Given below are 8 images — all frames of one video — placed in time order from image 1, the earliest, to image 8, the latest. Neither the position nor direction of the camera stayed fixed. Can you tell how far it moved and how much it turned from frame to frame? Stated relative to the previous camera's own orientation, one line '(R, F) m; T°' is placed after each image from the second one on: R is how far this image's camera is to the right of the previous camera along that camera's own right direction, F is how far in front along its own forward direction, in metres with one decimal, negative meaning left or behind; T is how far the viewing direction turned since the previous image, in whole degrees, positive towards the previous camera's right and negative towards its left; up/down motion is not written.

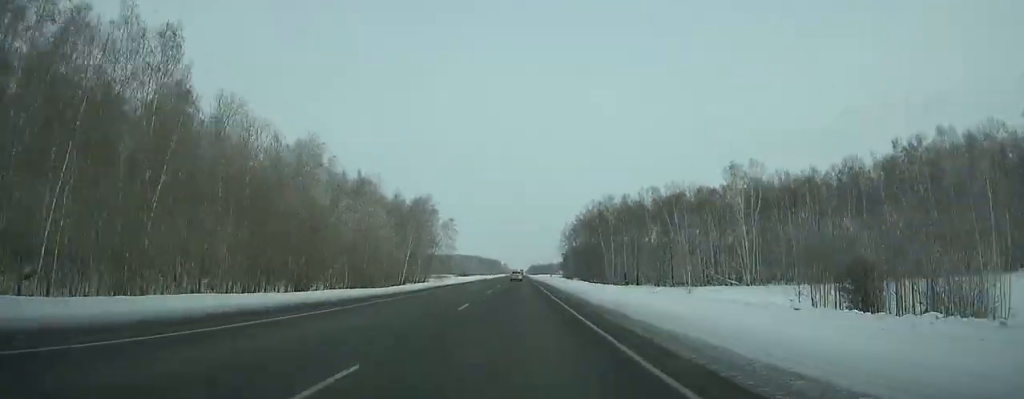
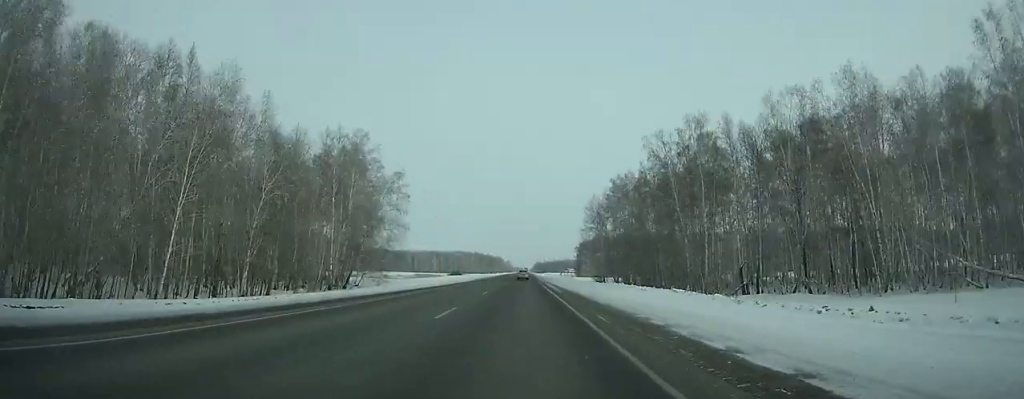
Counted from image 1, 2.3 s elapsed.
(+0.3, +69.4) m; 0°
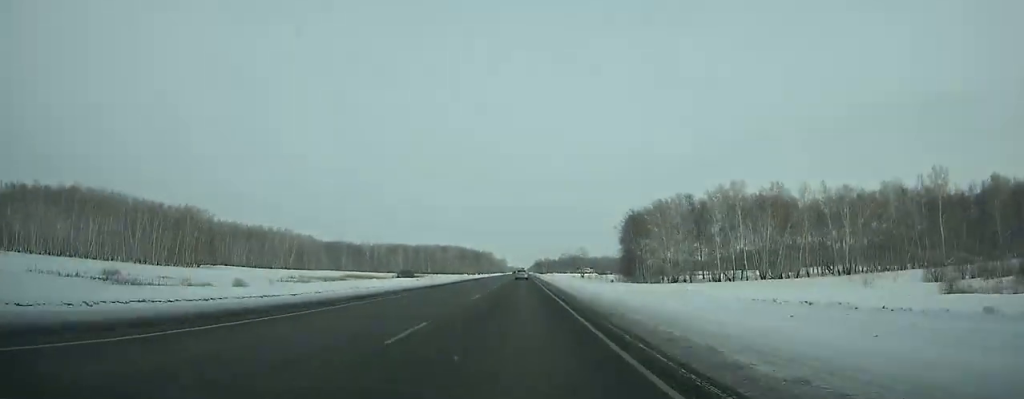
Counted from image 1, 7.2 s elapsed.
(-0.2, +149.4) m; 0°
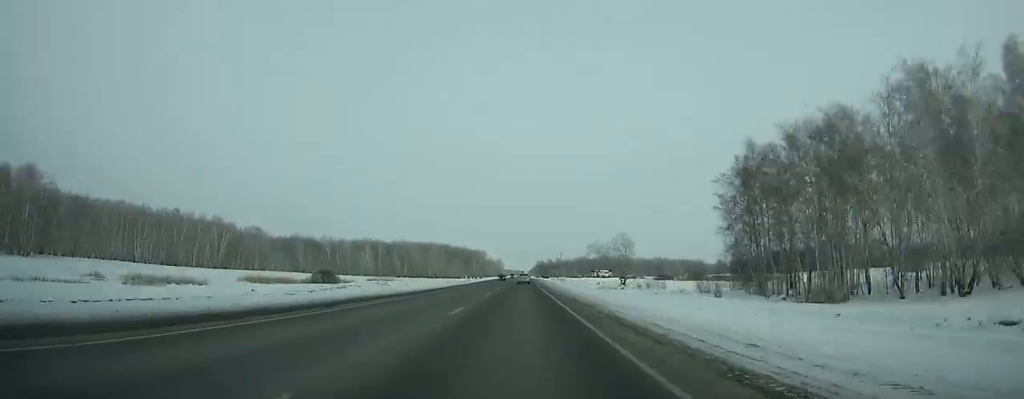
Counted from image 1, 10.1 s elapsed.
(+0.1, +88.5) m; 0°
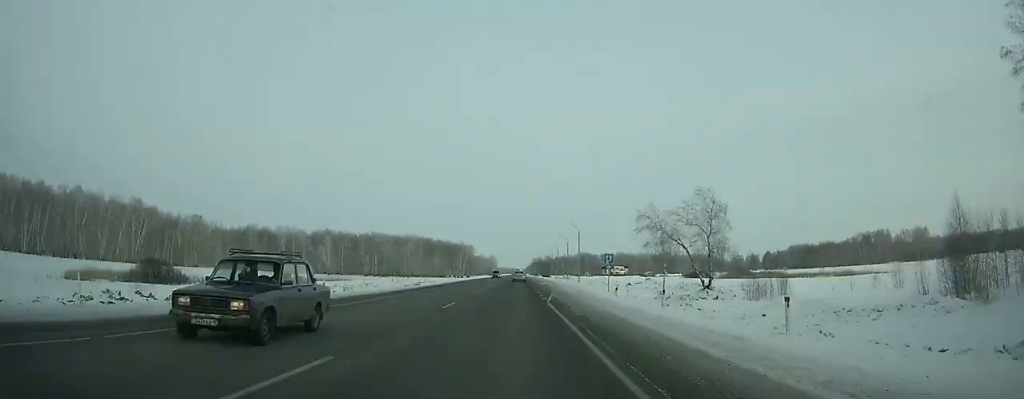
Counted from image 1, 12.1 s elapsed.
(+0.4, +60.4) m; 0°
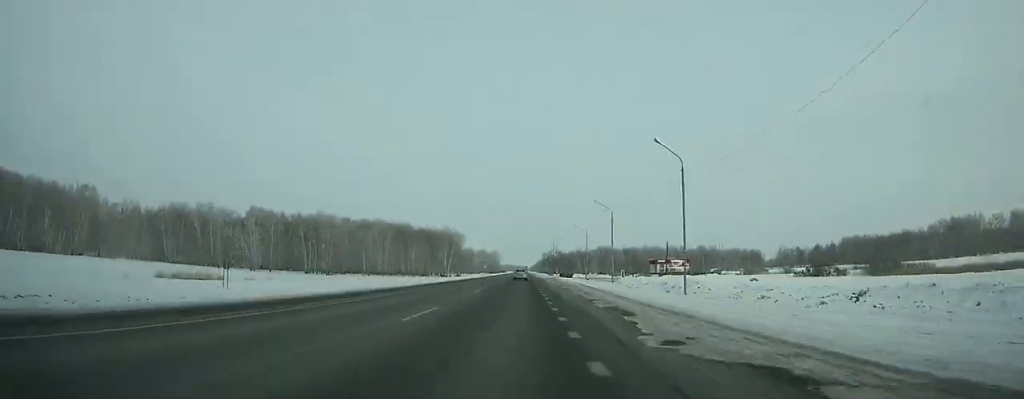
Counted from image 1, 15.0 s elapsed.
(-0.3, +86.6) m; 0°
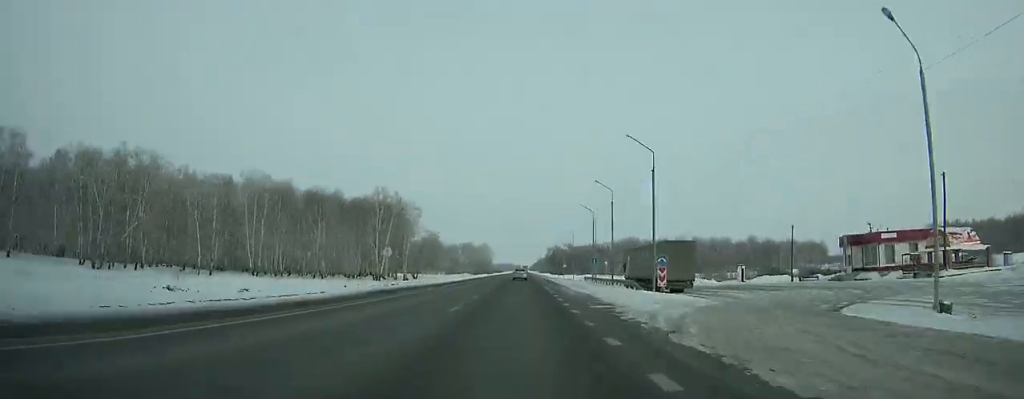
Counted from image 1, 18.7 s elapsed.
(-0.3, +108.4) m; 0°
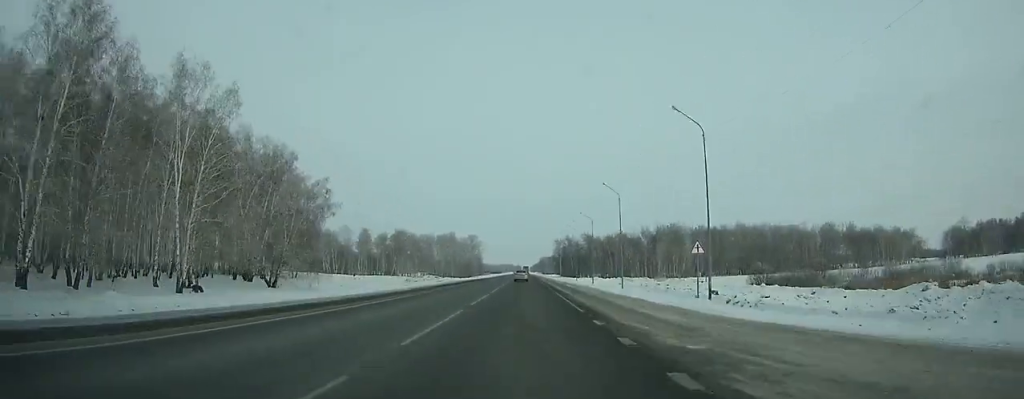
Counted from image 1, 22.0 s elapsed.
(+0.3, +95.0) m; 0°
